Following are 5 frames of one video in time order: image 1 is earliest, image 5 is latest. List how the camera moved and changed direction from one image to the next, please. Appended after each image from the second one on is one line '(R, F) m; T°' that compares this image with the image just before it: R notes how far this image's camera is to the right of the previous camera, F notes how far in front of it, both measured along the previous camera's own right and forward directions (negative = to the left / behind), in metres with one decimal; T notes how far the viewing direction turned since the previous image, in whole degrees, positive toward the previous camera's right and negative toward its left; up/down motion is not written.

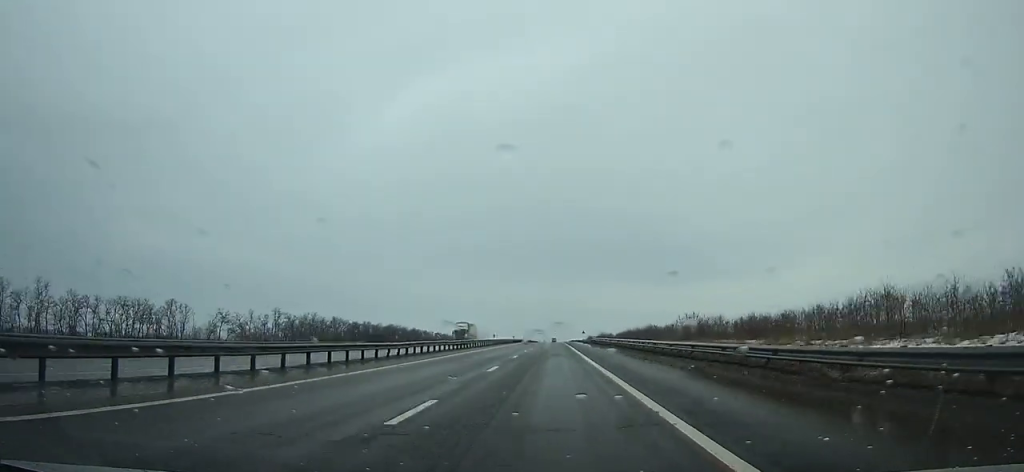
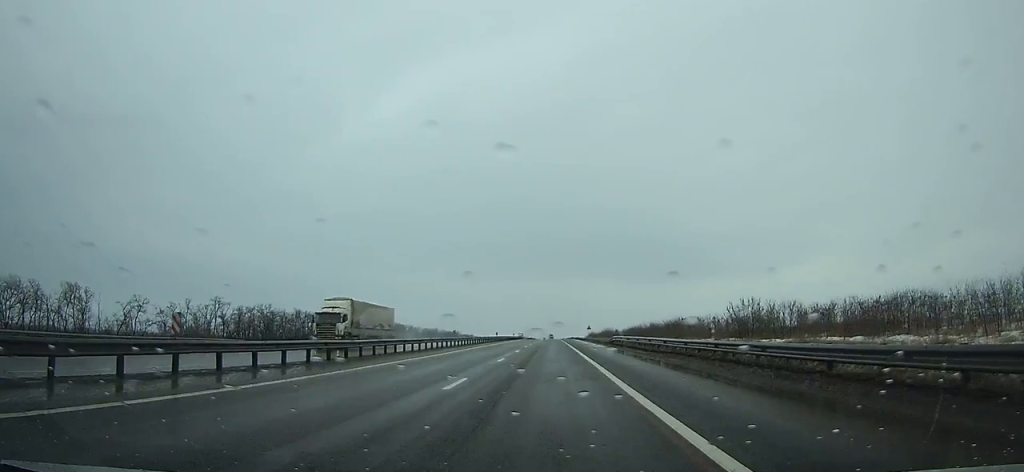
(0.0, +33.0) m; 0°
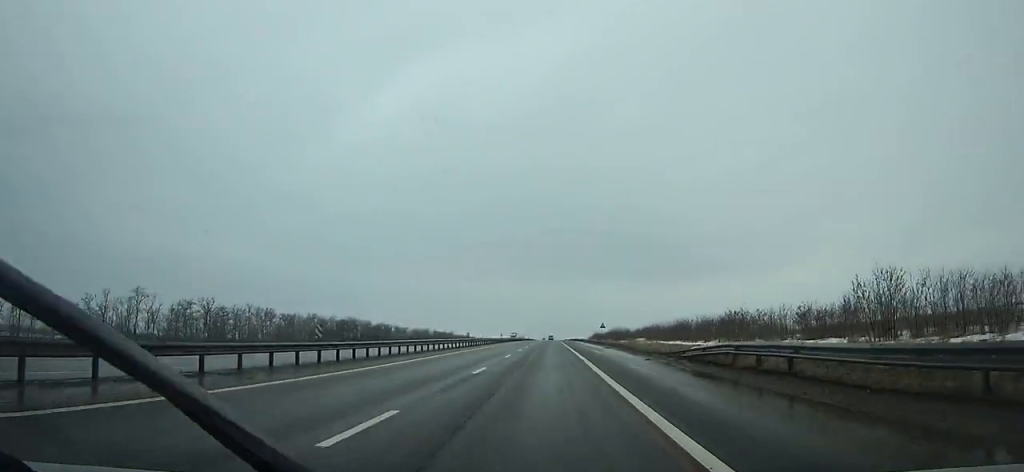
(0.0, +30.3) m; 0°
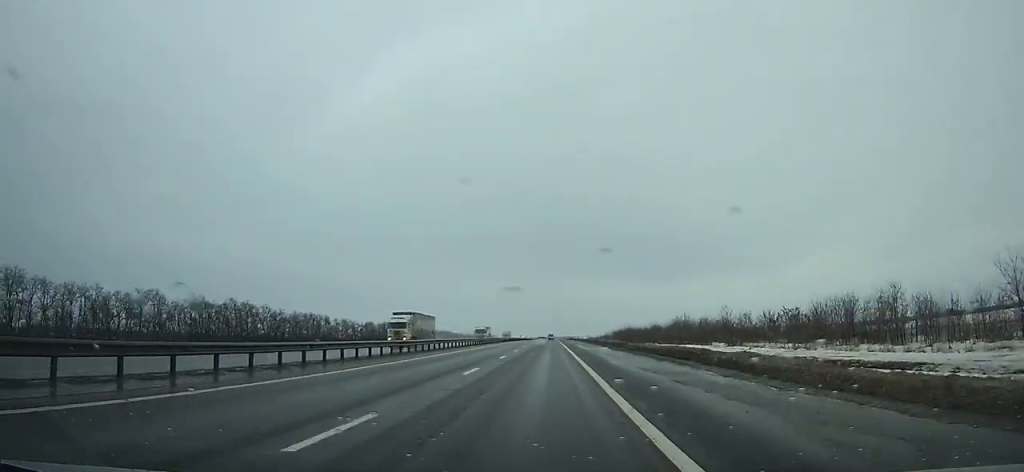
(0.0, +97.7) m; 0°
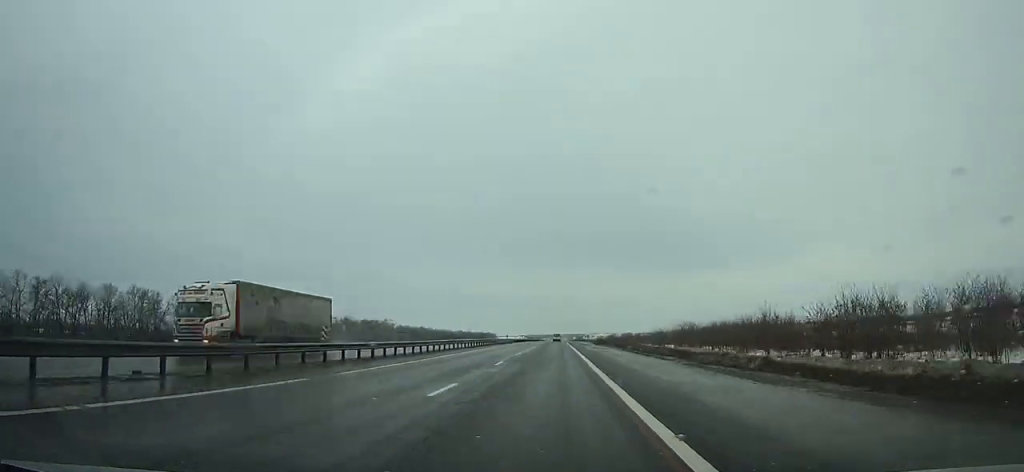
(-0.5, +101.5) m; 0°
